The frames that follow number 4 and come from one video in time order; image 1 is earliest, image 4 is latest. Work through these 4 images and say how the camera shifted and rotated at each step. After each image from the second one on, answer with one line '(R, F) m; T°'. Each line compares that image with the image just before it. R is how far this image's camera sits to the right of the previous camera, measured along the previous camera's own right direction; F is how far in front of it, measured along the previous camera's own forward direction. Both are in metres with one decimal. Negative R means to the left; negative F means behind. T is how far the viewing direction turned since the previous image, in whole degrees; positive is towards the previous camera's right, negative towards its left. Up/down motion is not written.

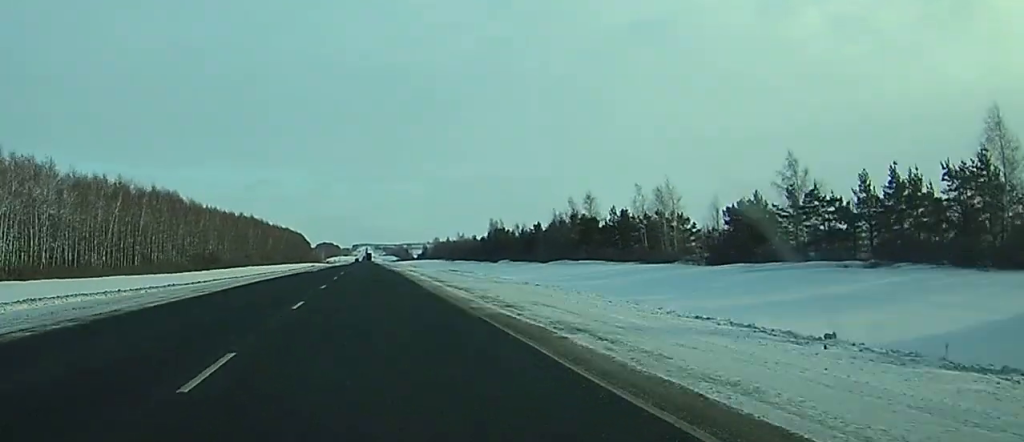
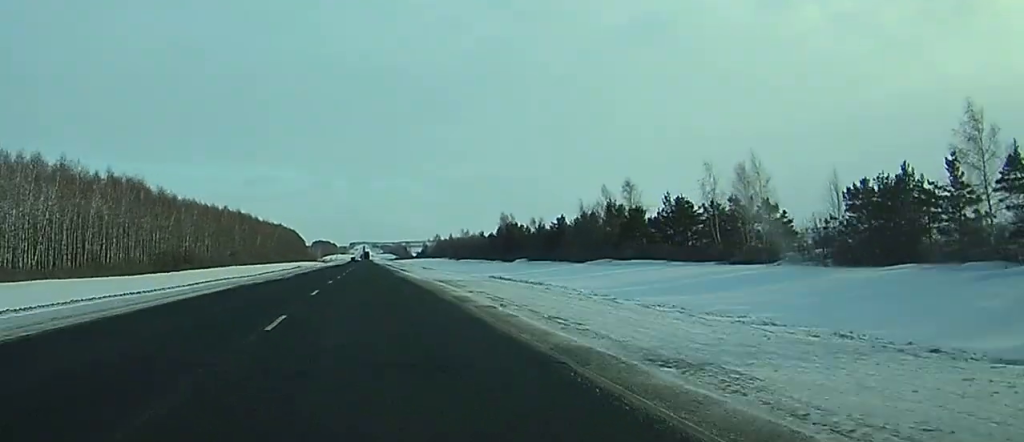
(+0.2, +29.6) m; +1°
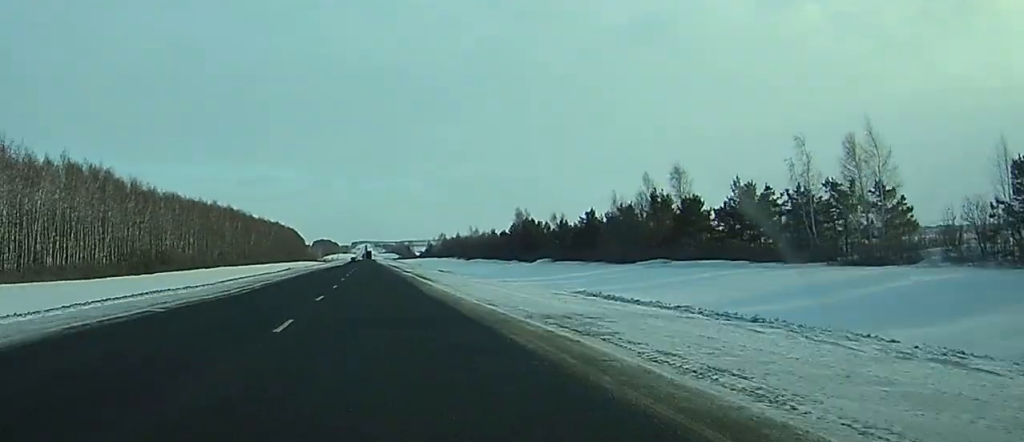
(+0.1, +23.8) m; 0°
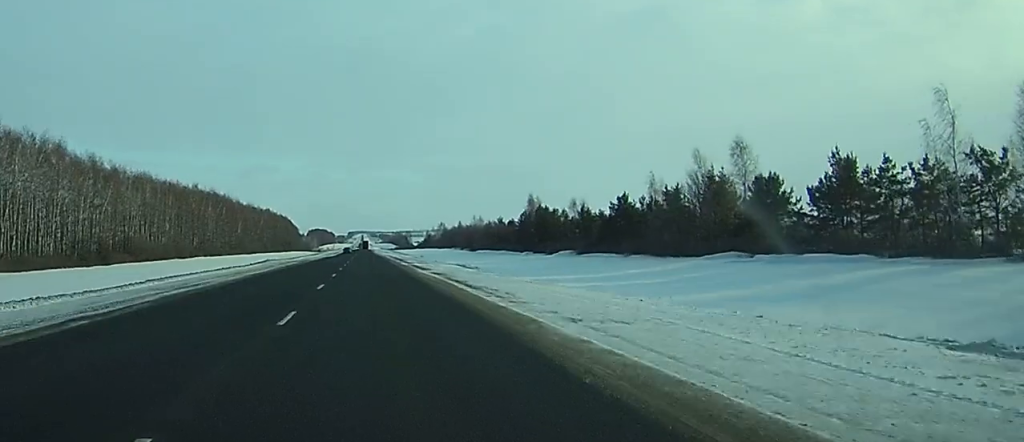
(0.0, +23.9) m; 0°
